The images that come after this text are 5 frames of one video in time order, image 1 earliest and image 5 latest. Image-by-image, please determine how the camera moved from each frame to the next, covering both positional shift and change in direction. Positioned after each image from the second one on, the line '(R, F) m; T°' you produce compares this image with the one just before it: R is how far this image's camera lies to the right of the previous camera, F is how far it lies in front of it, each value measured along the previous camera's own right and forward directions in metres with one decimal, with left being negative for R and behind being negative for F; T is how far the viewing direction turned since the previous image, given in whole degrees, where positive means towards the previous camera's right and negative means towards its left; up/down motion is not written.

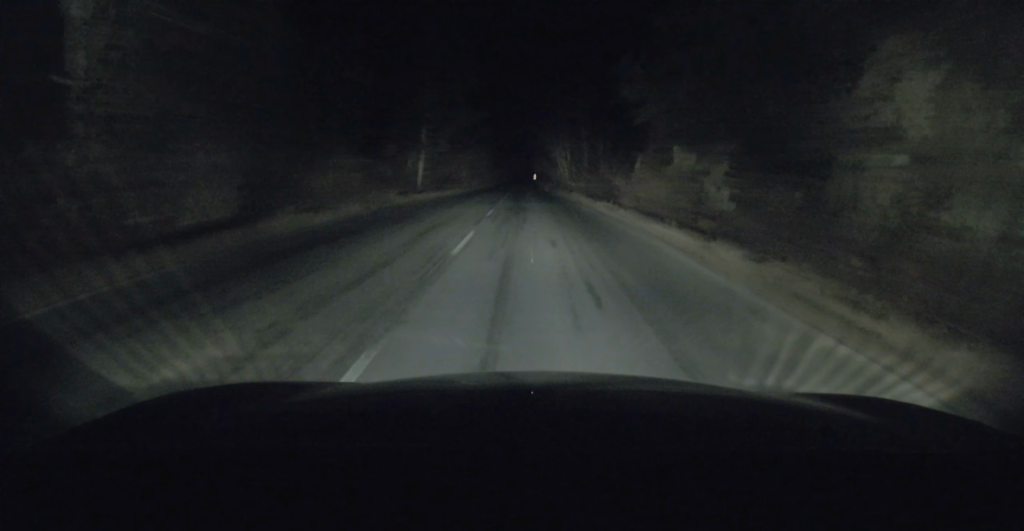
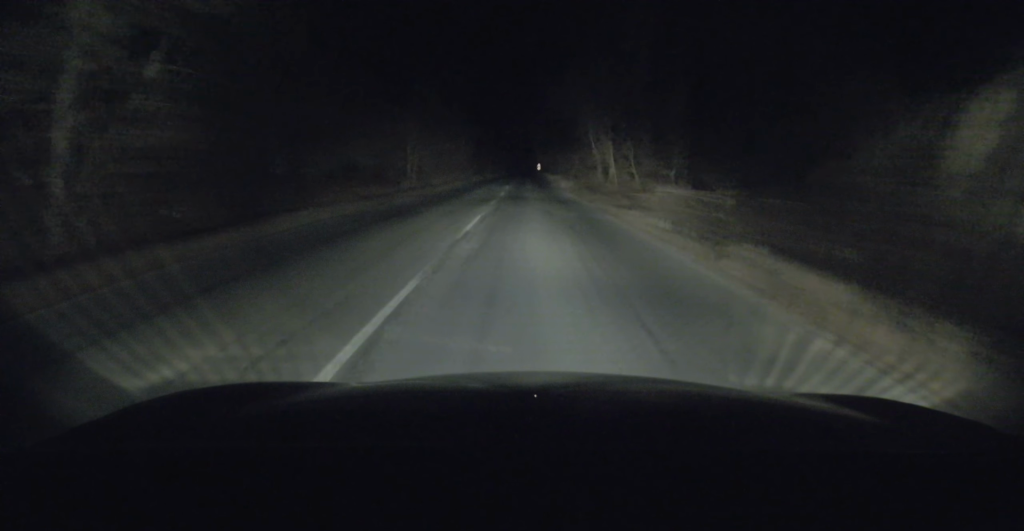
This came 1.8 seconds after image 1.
(-0.3, +33.1) m; -1°
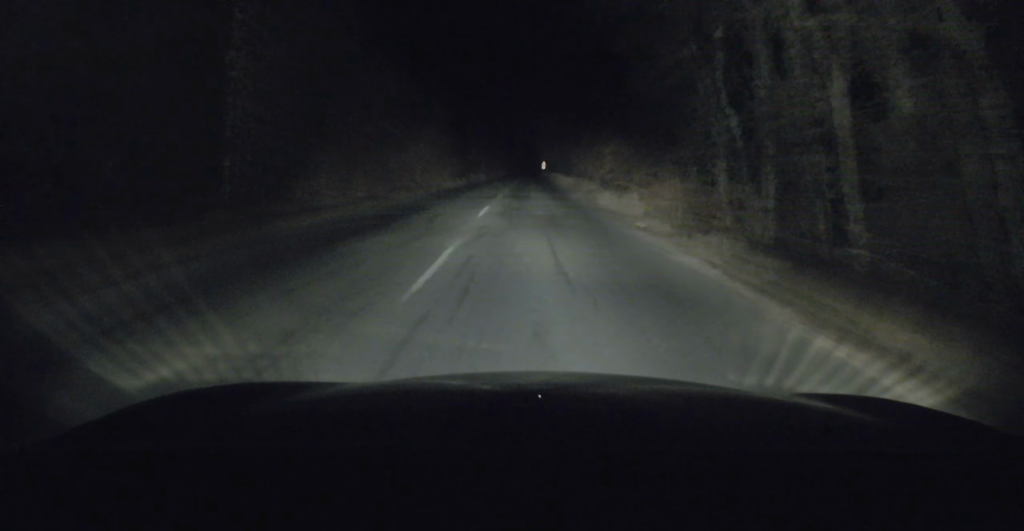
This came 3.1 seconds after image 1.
(-0.1, +24.0) m; -1°
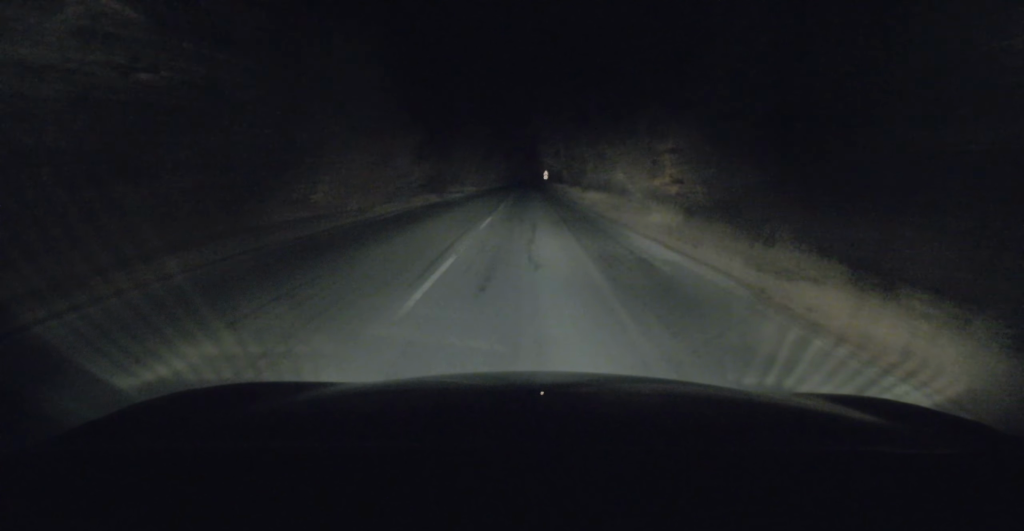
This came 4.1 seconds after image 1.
(-0.1, +18.3) m; 0°
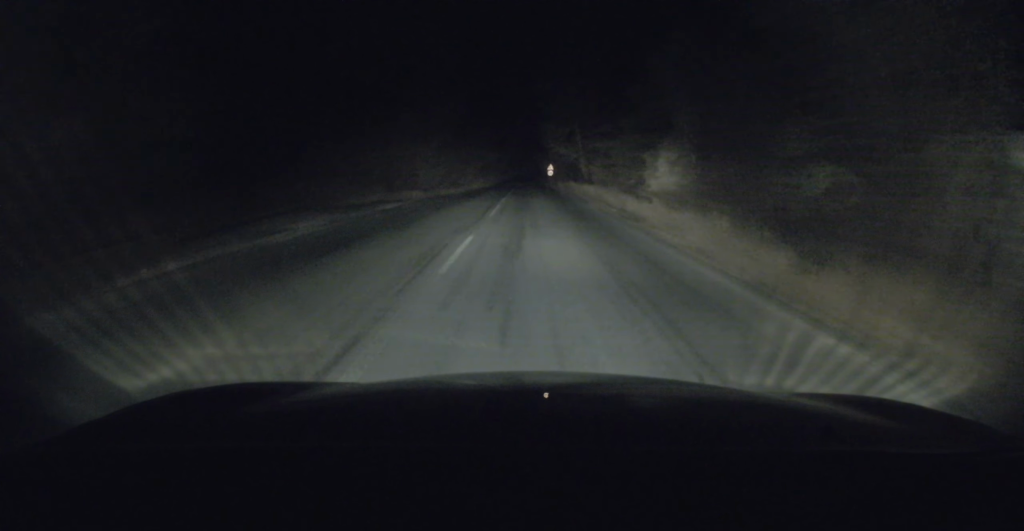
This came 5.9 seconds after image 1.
(-0.2, +33.1) m; 0°
